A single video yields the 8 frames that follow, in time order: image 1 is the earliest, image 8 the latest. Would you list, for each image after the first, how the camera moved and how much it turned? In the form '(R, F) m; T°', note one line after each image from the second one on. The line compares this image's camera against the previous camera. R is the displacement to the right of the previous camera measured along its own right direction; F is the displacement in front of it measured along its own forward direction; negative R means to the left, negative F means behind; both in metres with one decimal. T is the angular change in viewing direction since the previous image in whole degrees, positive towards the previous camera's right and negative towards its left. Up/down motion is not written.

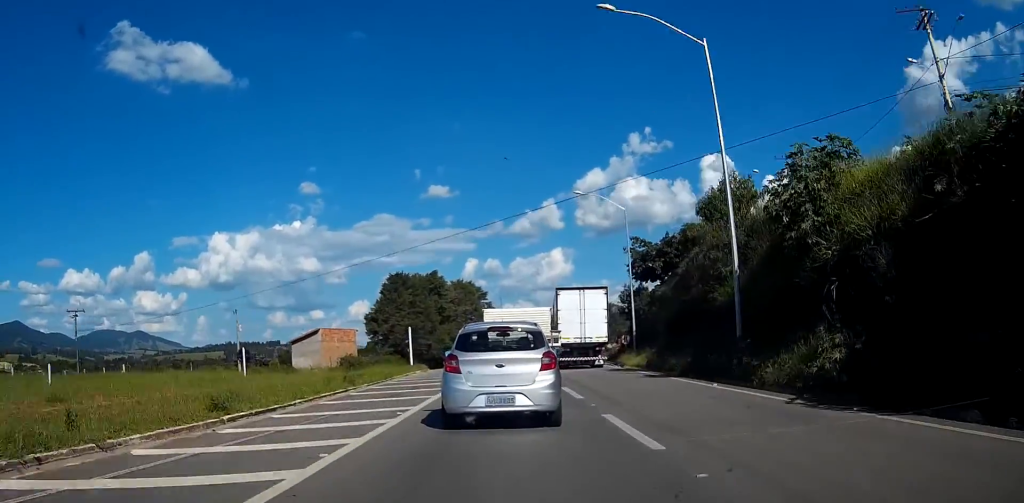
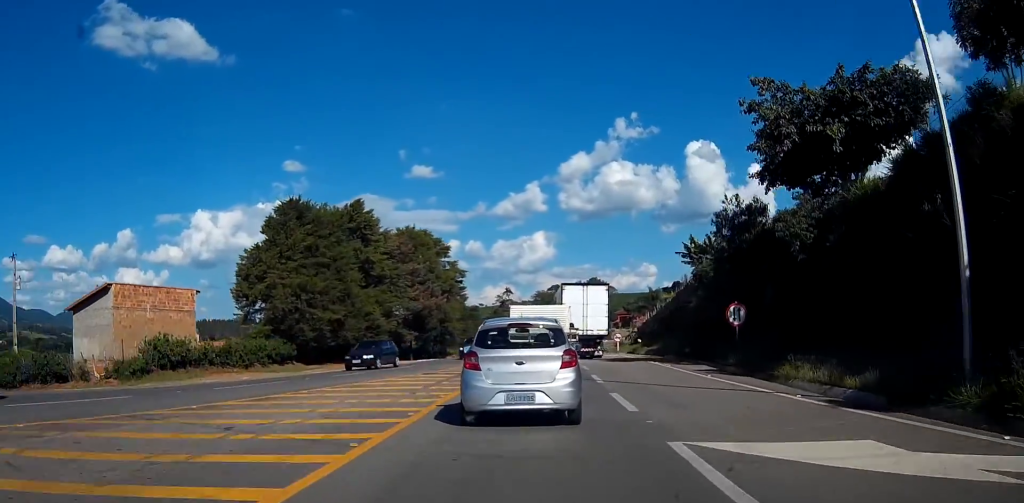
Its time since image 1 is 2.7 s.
(-0.3, +42.3) m; +1°
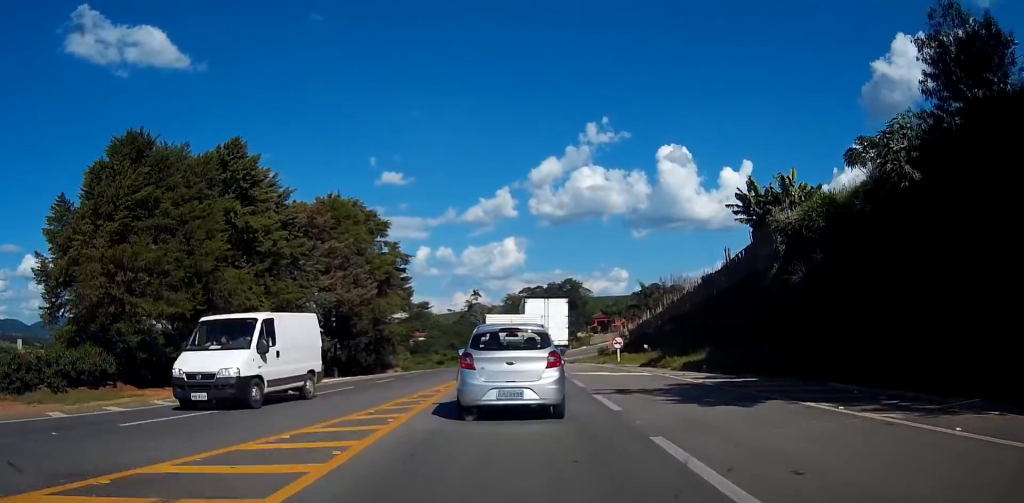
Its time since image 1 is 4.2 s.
(+0.4, +22.4) m; +2°
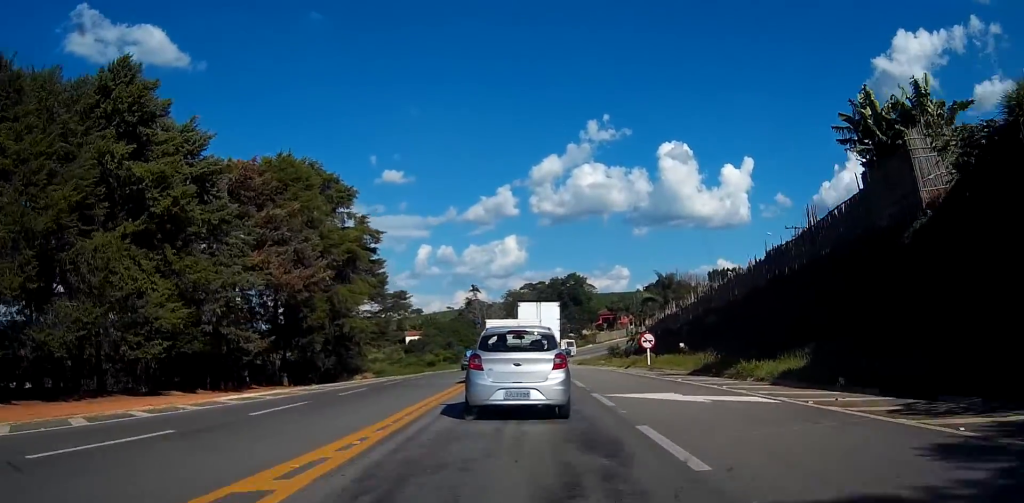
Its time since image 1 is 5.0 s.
(0.0, +13.5) m; 0°
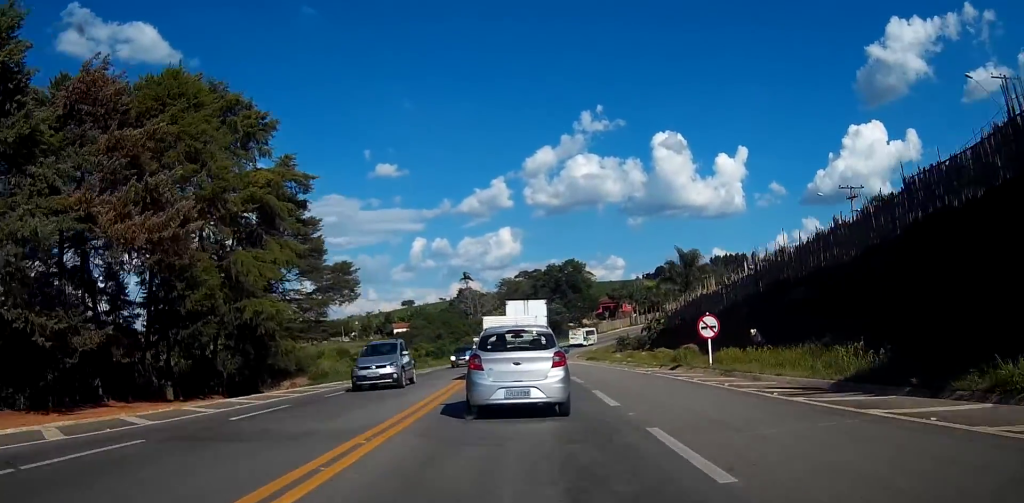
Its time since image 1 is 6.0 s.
(0.0, +16.6) m; 0°
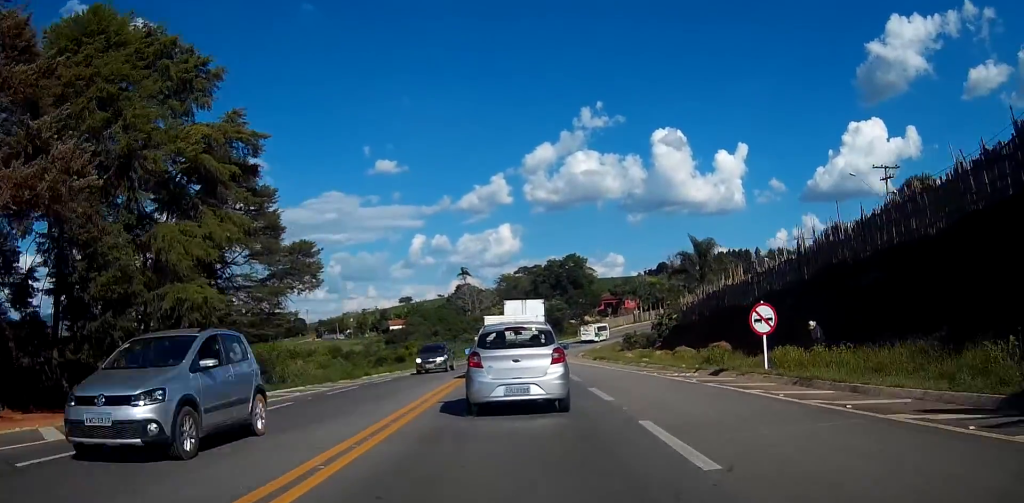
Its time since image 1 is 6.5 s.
(0.0, +7.3) m; 0°
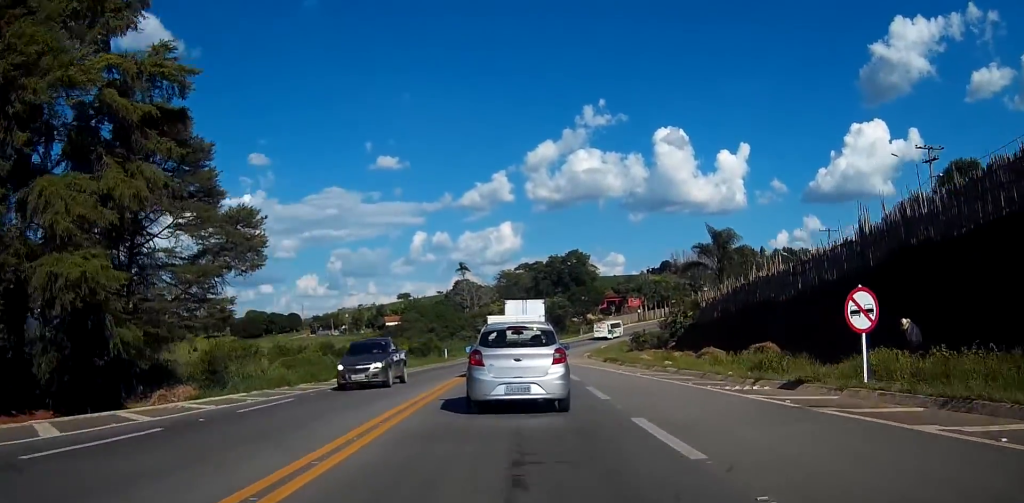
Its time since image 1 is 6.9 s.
(0.0, +7.3) m; 0°
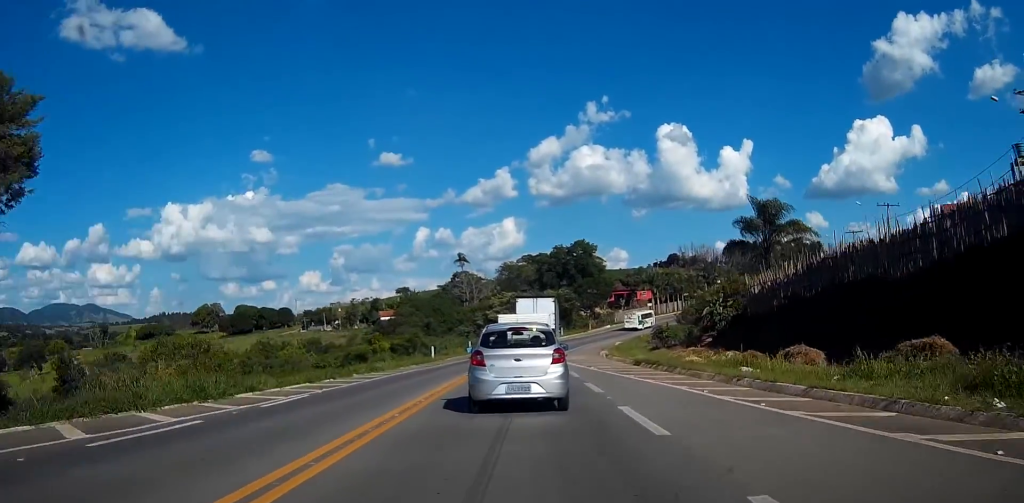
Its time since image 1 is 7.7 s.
(0.0, +13.5) m; +1°
